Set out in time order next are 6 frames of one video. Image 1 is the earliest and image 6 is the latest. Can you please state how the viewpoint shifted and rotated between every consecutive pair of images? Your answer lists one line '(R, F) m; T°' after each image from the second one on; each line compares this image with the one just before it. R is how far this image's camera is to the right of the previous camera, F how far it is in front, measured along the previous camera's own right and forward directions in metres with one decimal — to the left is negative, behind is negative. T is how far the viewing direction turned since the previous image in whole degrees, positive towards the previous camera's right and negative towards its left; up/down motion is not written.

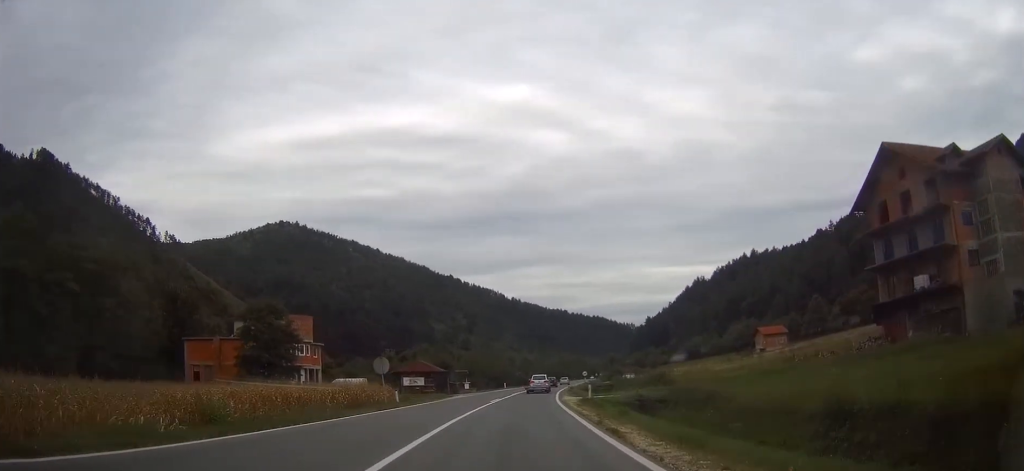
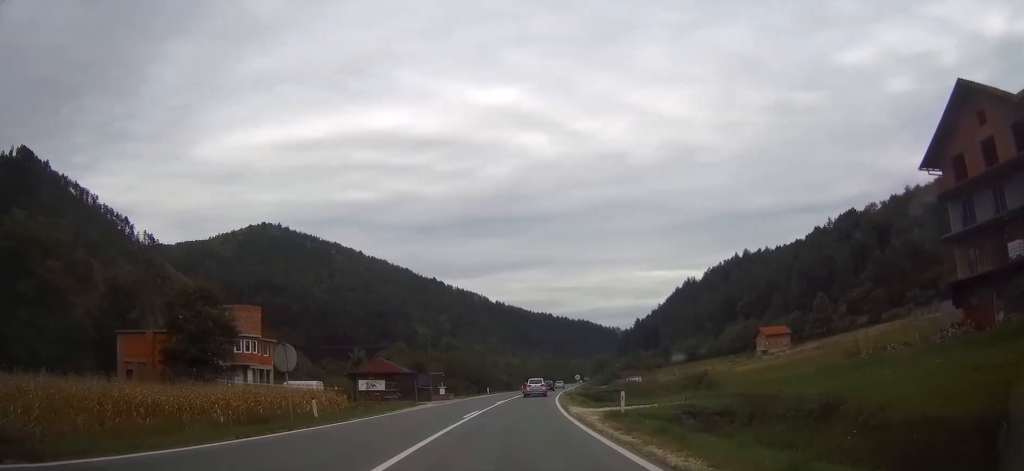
(+0.1, +14.1) m; +1°
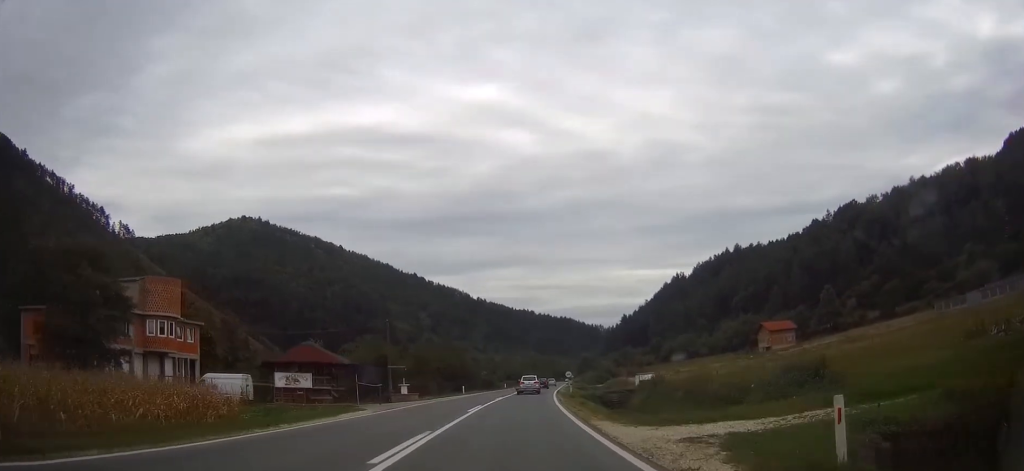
(+0.3, +16.0) m; +1°
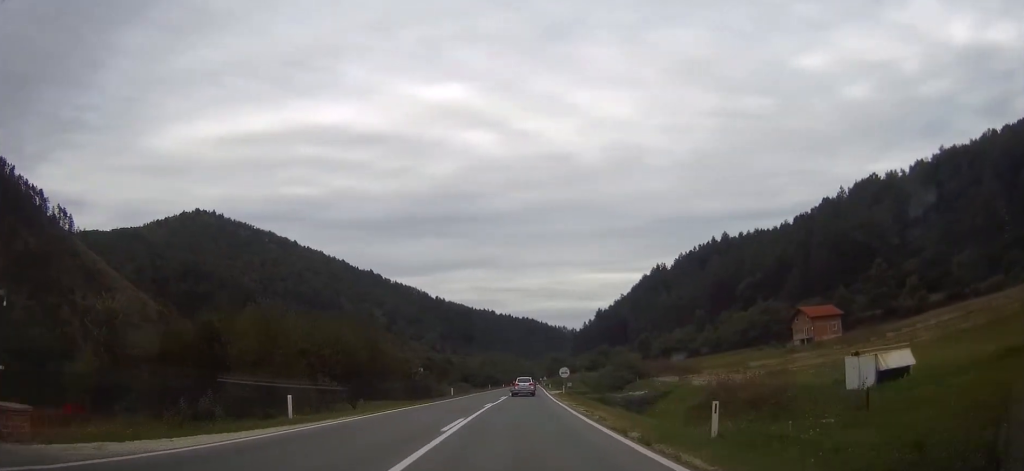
(+1.5, +46.9) m; +4°
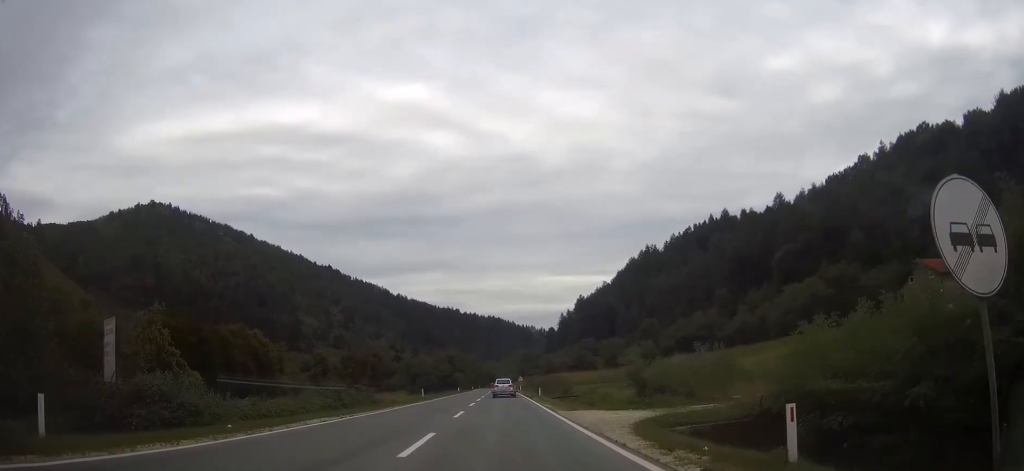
(+1.4, +55.9) m; +2°
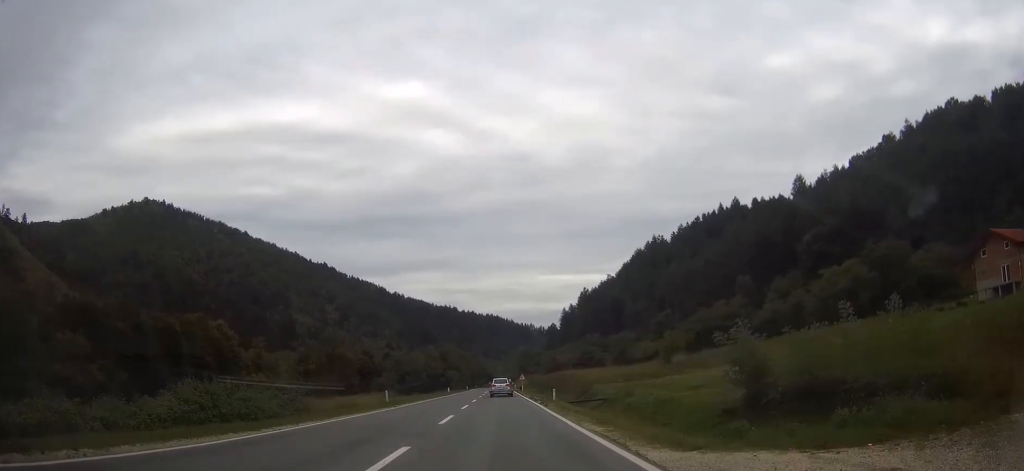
(0.0, +17.9) m; 0°
